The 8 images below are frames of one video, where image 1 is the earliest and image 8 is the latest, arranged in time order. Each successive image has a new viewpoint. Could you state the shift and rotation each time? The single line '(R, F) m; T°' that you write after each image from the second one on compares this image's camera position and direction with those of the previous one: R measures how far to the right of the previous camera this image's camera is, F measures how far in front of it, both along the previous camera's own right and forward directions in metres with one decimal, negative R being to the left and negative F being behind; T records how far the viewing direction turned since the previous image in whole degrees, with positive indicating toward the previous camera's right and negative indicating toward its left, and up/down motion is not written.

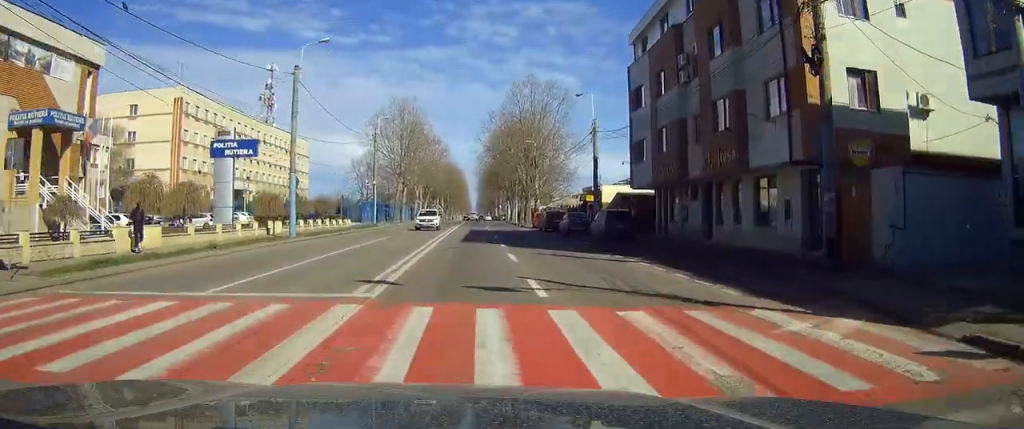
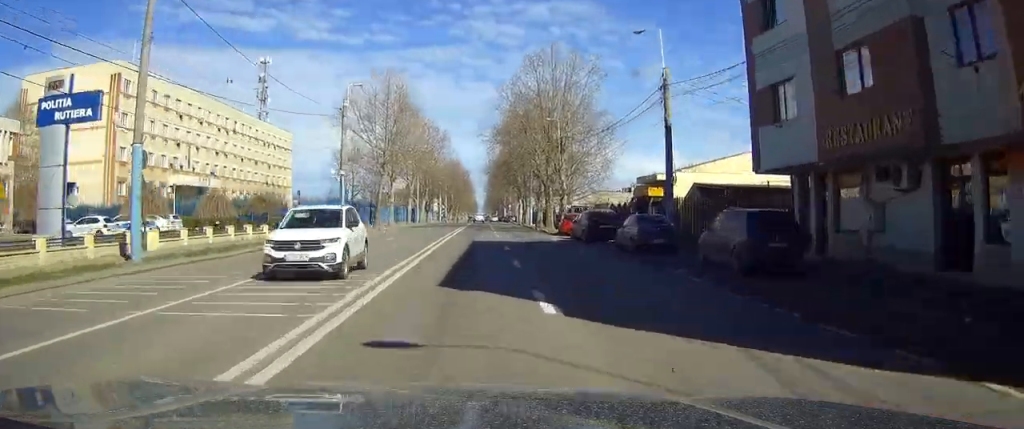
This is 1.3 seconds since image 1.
(0.0, +19.1) m; -1°
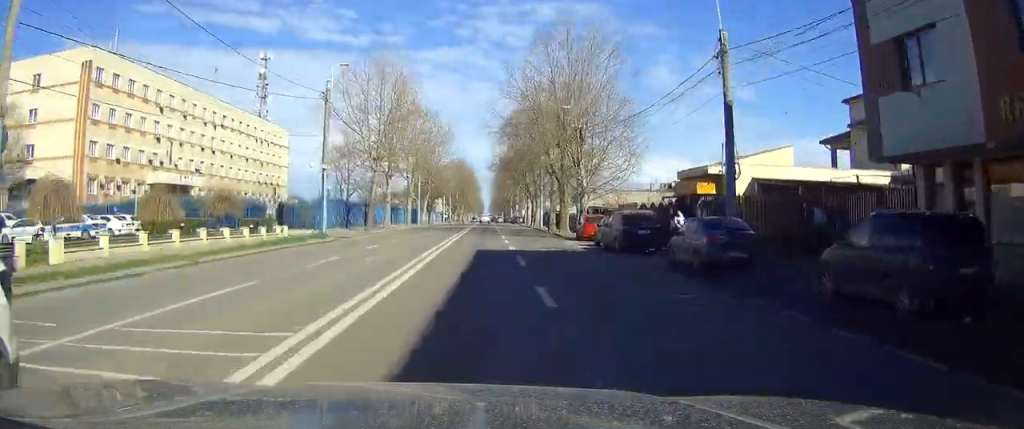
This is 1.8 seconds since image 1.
(-0.1, +7.5) m; 0°
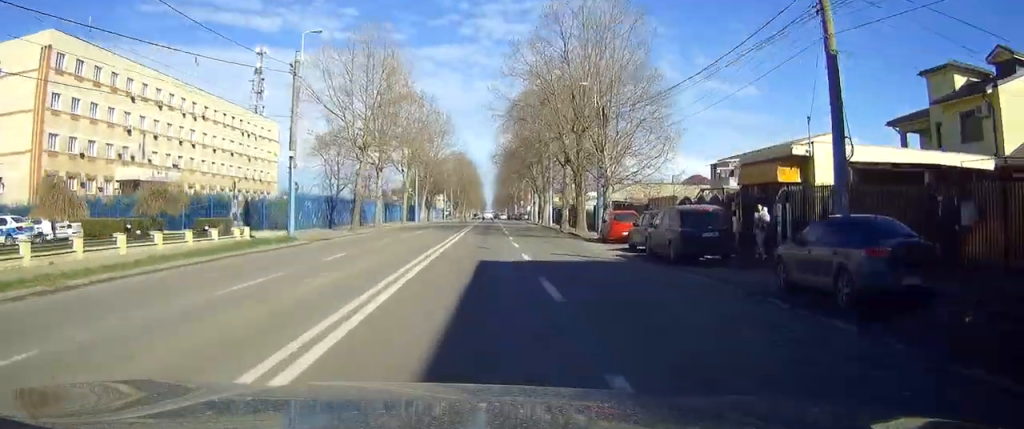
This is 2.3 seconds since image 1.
(-0.1, +8.0) m; 0°
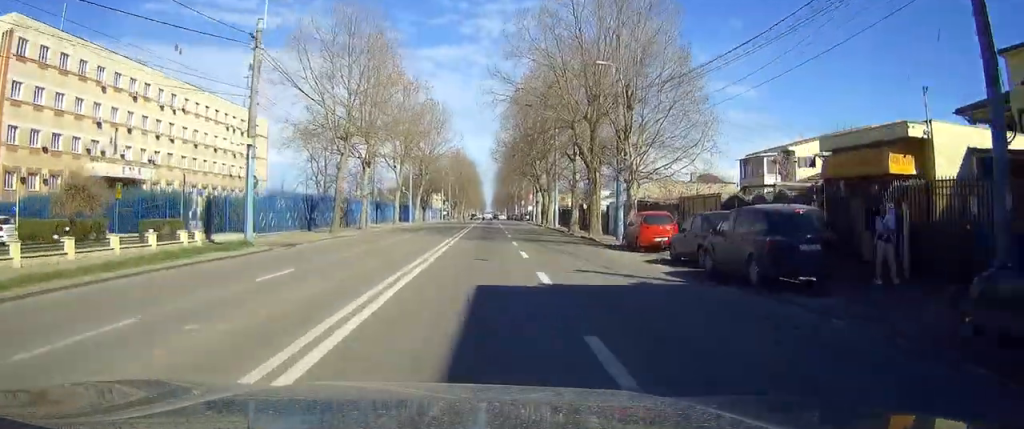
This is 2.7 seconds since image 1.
(0.0, +6.6) m; 0°
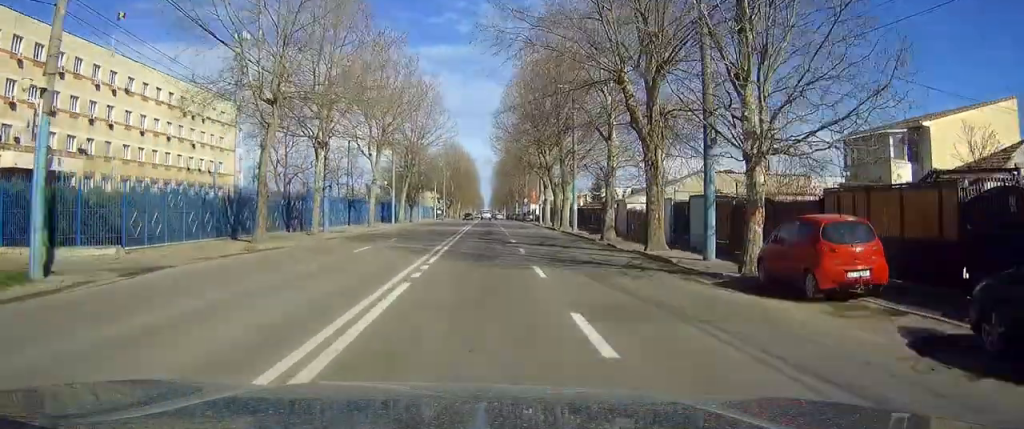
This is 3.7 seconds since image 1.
(+0.1, +15.3) m; 0°
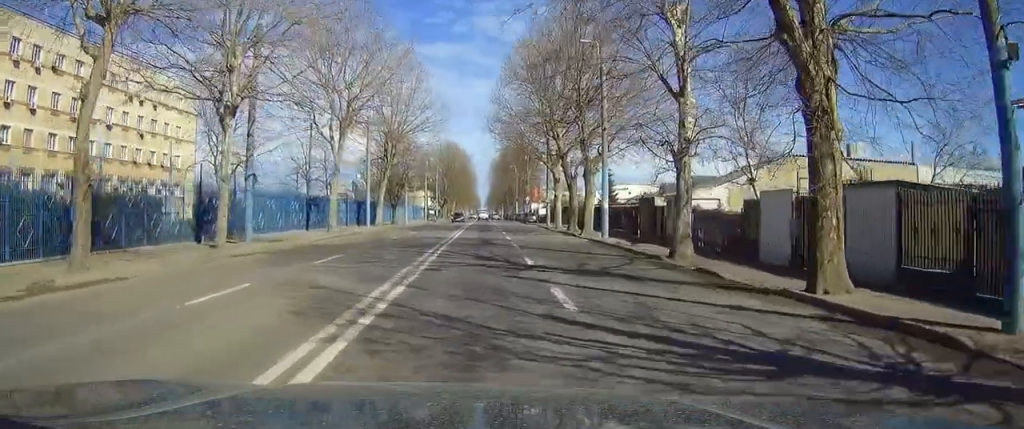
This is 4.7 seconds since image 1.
(0.0, +14.3) m; 0°
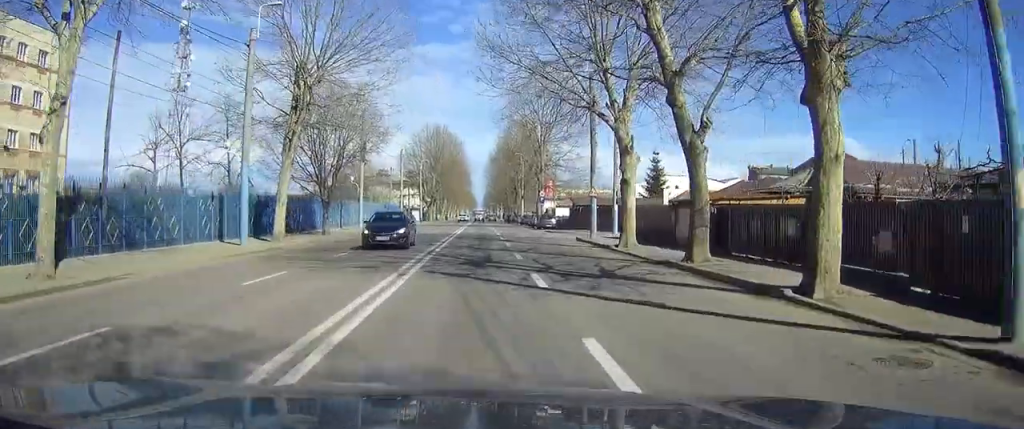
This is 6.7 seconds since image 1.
(+0.1, +31.0) m; 0°
